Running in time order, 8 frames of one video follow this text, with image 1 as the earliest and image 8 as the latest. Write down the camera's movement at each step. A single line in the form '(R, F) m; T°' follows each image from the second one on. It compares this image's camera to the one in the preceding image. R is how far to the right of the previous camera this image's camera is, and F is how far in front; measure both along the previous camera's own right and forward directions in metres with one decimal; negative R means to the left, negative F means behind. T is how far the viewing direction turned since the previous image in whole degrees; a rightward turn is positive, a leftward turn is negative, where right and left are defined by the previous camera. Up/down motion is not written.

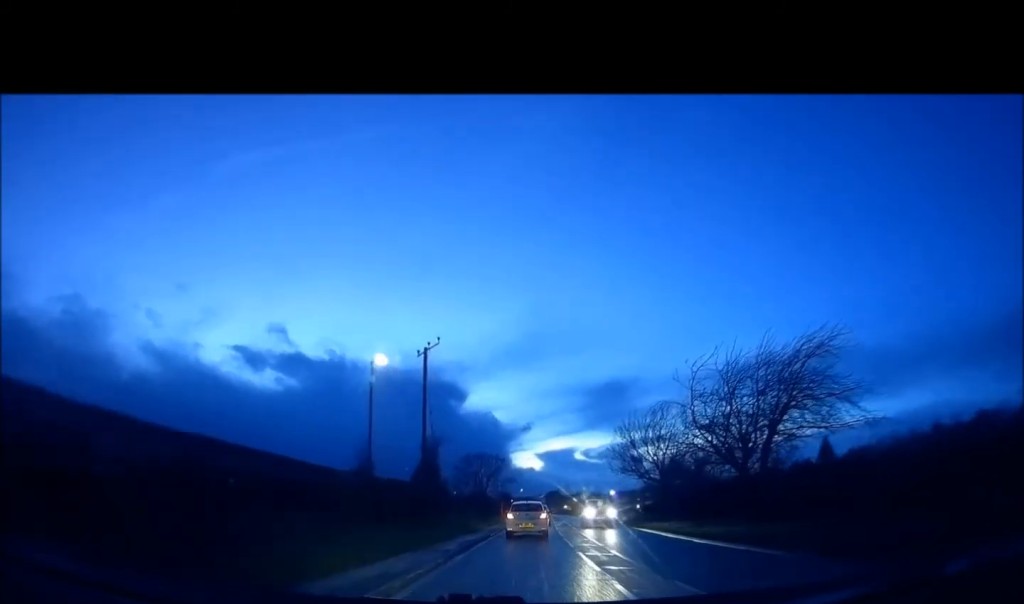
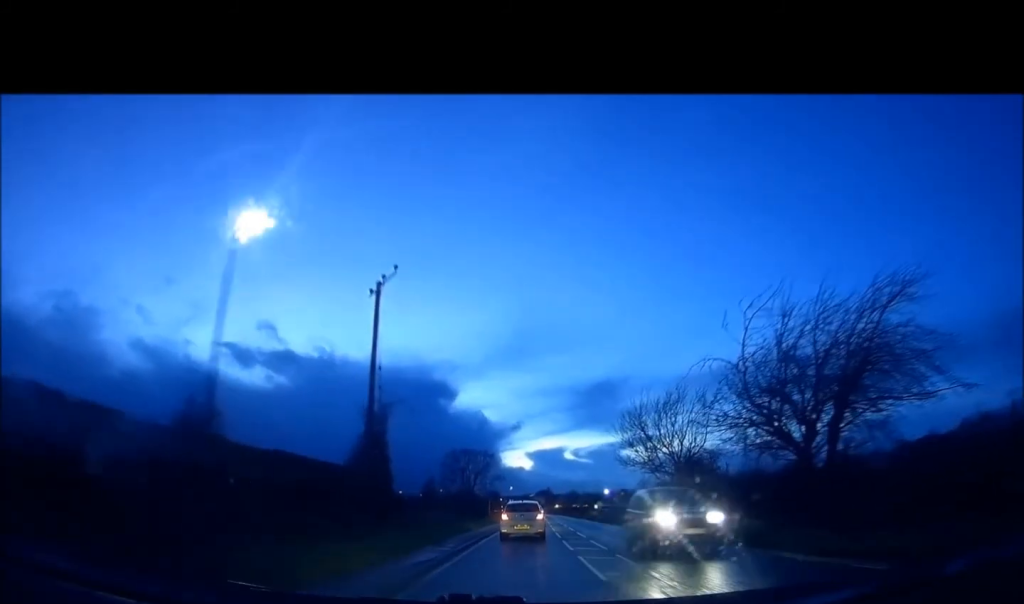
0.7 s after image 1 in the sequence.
(0.0, +7.0) m; 0°
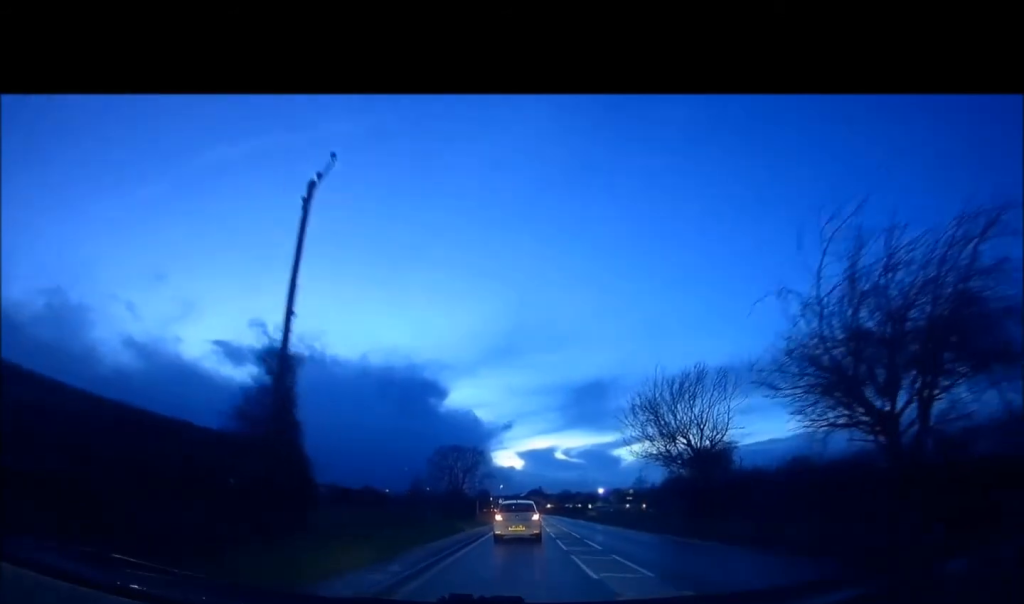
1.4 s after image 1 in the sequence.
(0.0, +6.0) m; +1°
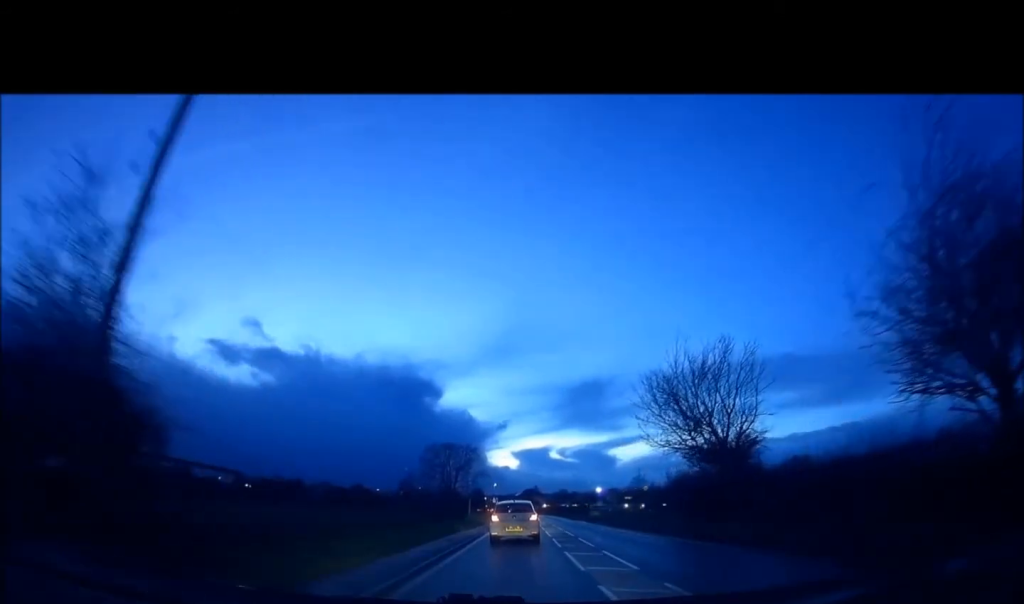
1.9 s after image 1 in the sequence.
(-0.1, +5.0) m; +1°
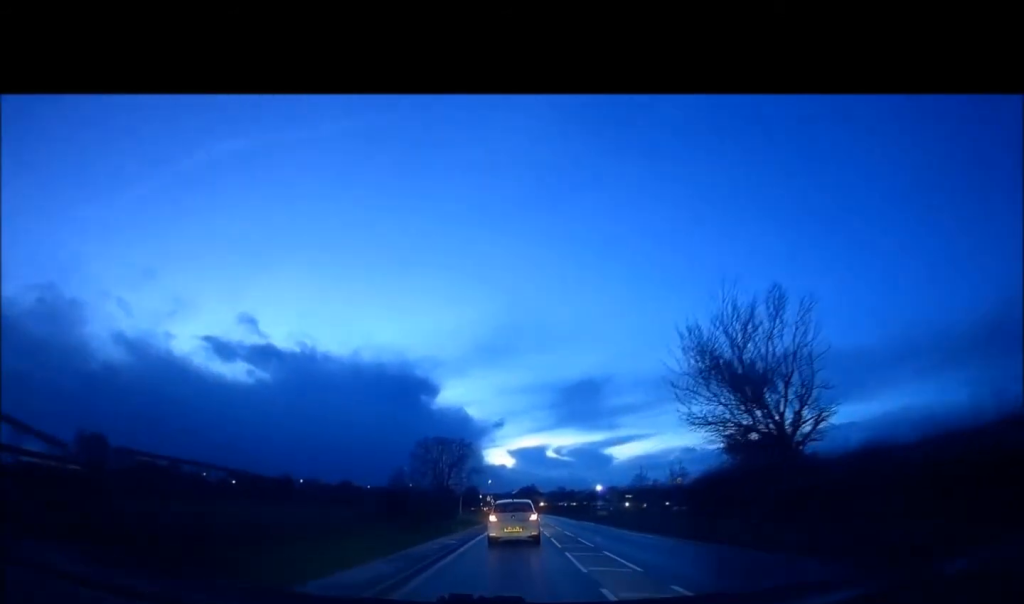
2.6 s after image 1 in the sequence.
(+0.2, +6.4) m; 0°
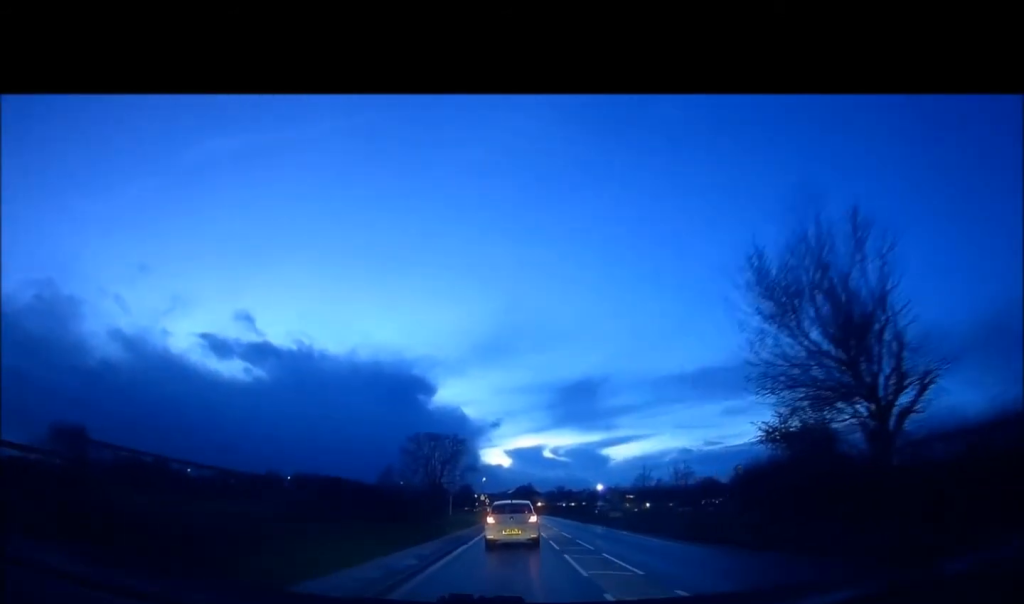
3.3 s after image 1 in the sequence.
(+0.1, +6.4) m; -1°
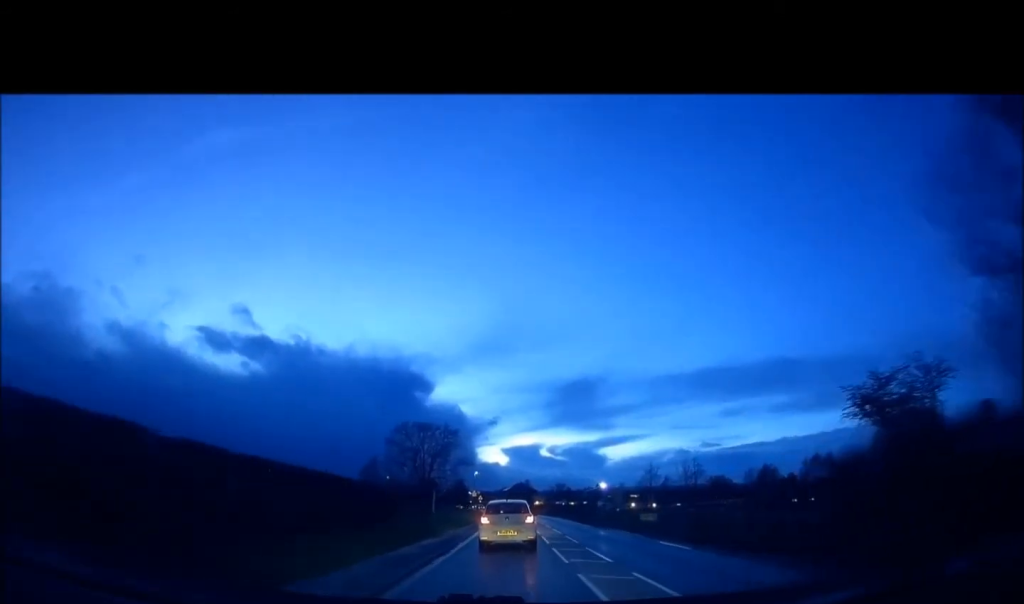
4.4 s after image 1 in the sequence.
(-0.4, +9.6) m; -1°
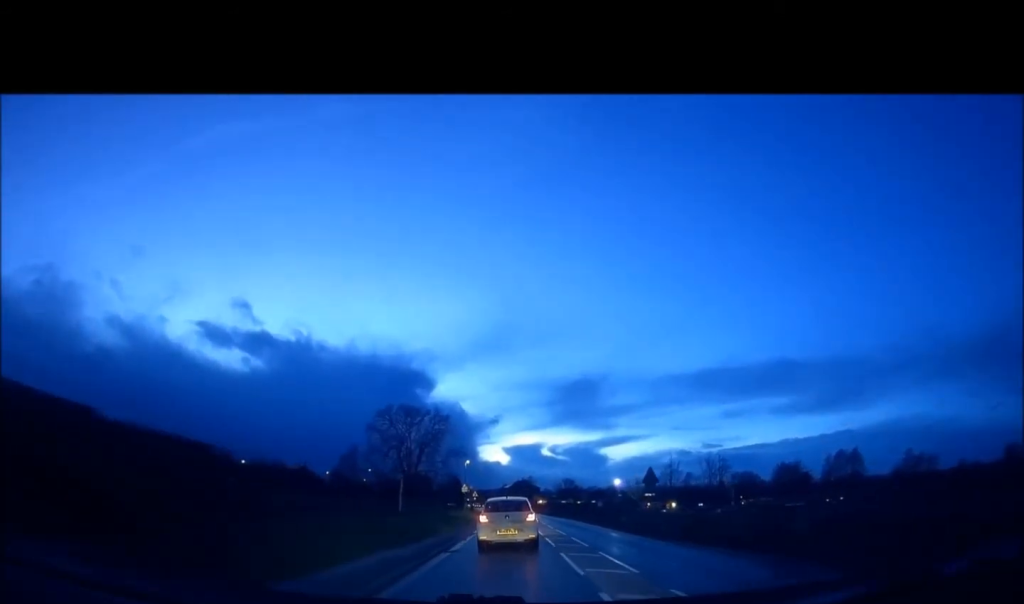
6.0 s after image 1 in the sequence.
(+0.6, +14.2) m; +2°
